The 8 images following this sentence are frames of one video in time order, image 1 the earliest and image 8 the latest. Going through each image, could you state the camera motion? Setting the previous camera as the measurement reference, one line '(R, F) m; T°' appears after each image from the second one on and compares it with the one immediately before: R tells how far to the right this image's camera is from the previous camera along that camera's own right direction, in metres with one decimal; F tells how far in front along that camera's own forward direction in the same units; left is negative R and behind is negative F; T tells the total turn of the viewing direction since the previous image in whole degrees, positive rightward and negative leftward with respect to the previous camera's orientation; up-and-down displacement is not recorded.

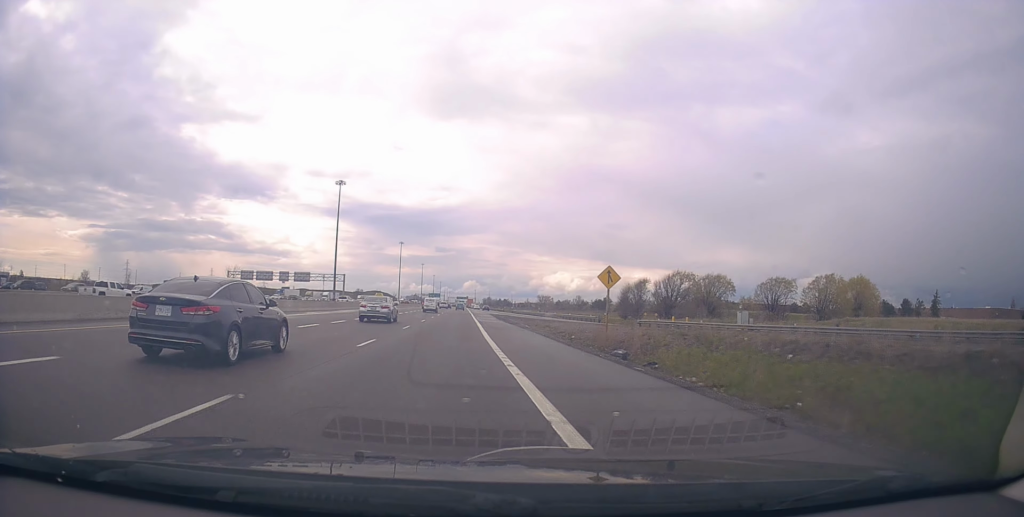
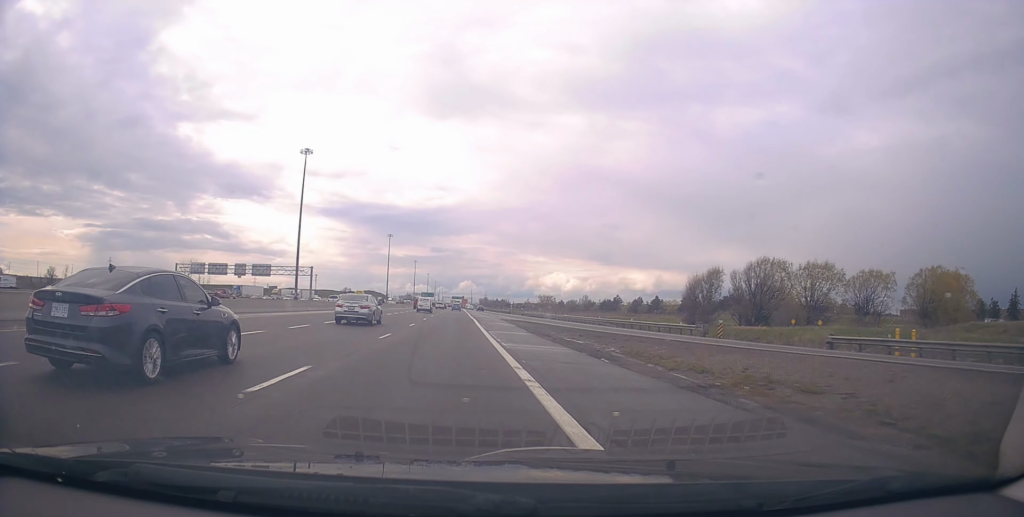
(+0.5, +30.7) m; +1°
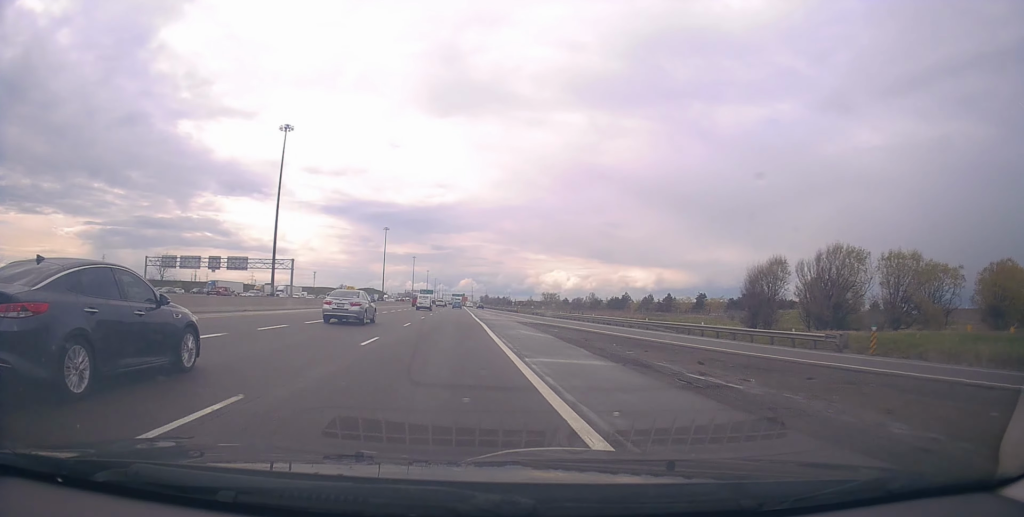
(+0.1, +15.5) m; 0°
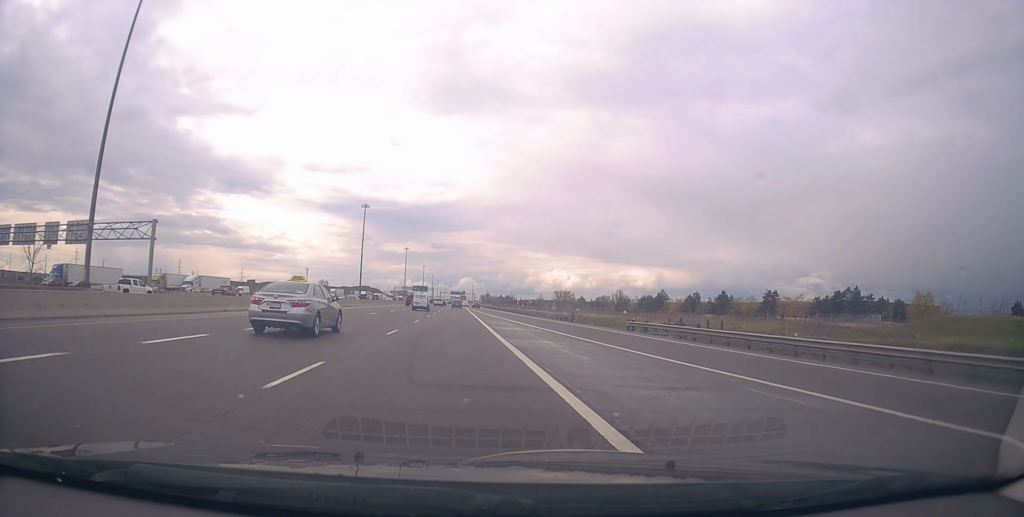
(-1.0, +53.2) m; 0°
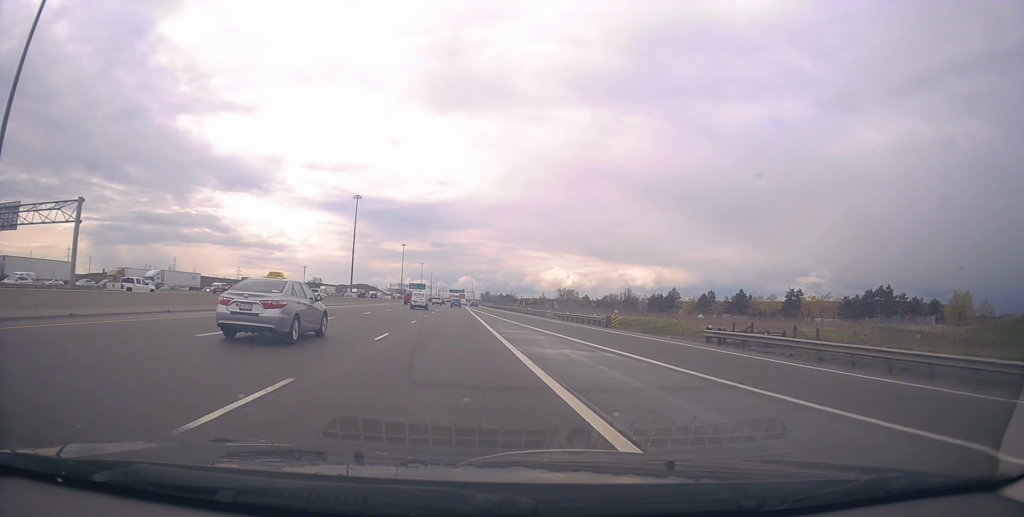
(+0.3, +13.9) m; +1°
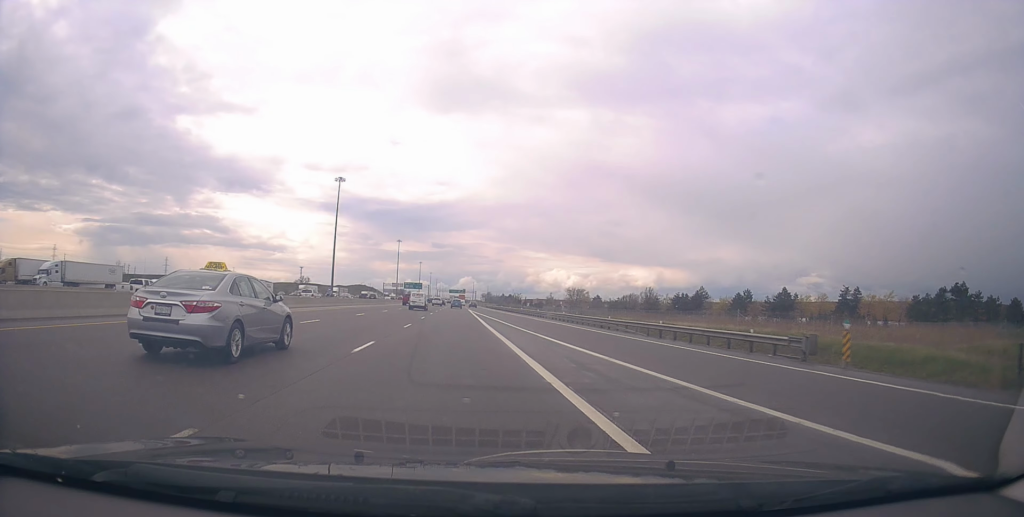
(+0.3, +27.1) m; 0°
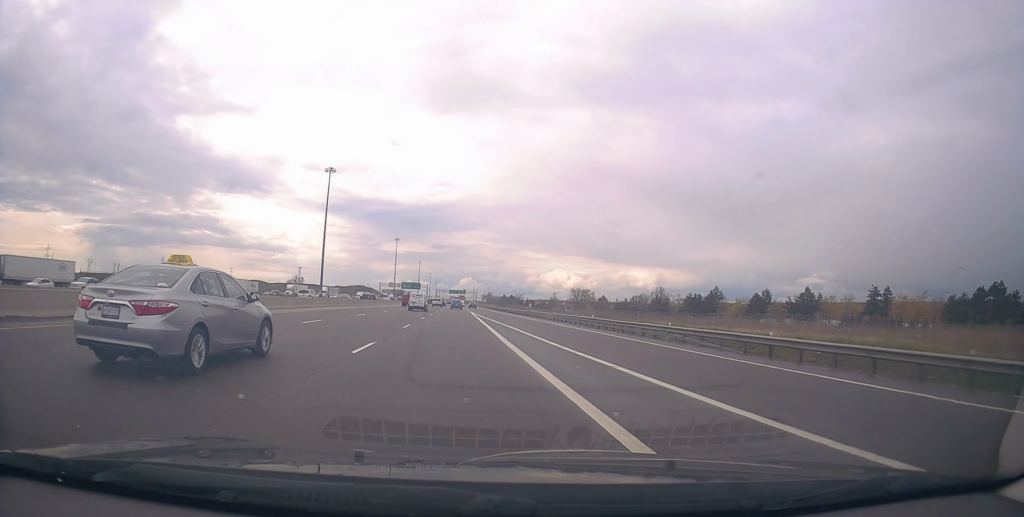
(0.0, +11.4) m; 0°
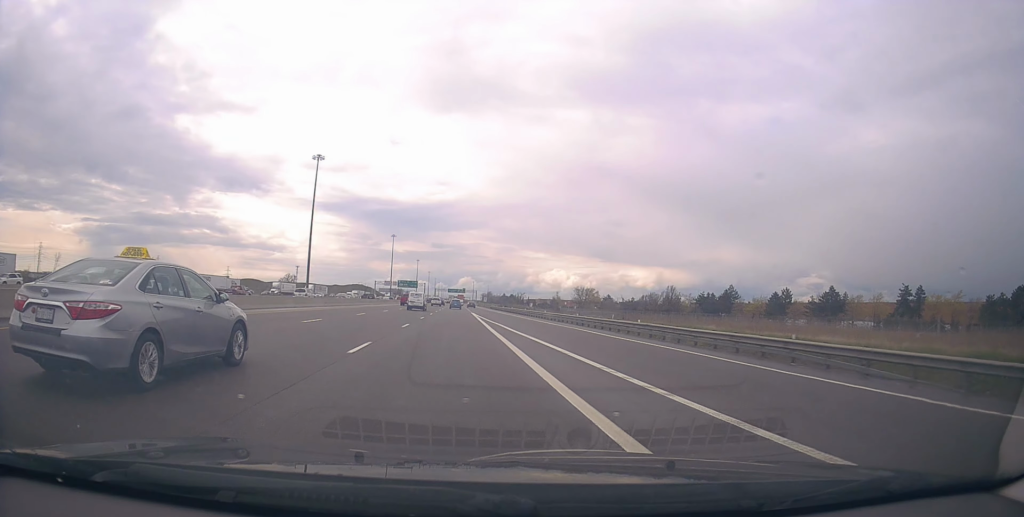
(0.0, +11.7) m; -1°
